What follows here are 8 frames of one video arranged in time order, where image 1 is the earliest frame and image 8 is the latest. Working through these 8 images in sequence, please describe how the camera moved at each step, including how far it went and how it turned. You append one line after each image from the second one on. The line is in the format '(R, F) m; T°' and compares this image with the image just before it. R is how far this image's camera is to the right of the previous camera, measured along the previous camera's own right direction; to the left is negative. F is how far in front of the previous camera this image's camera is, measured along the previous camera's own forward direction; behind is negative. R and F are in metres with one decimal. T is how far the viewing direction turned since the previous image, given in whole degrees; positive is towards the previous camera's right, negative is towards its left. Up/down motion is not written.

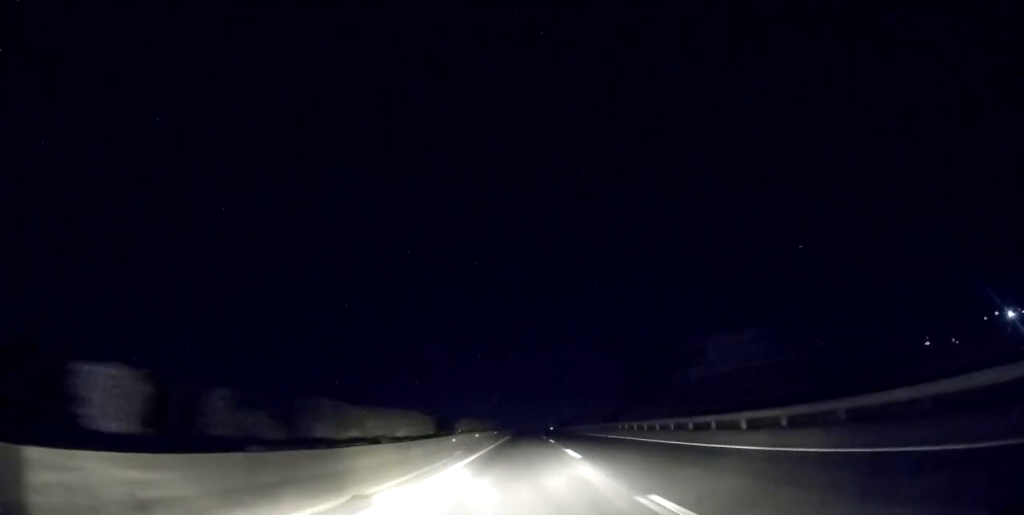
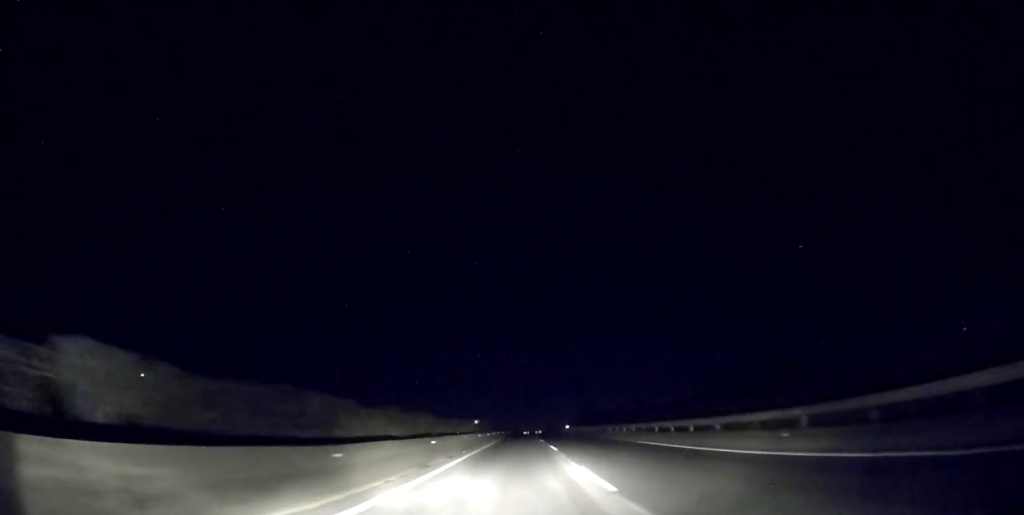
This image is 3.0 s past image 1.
(+1.4, +99.9) m; 0°
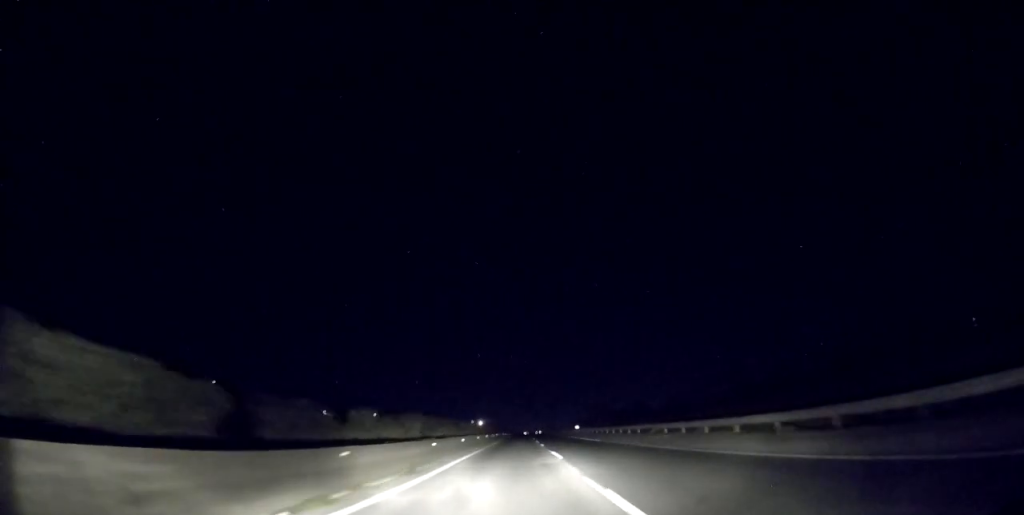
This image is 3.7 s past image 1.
(-0.3, +22.5) m; 0°
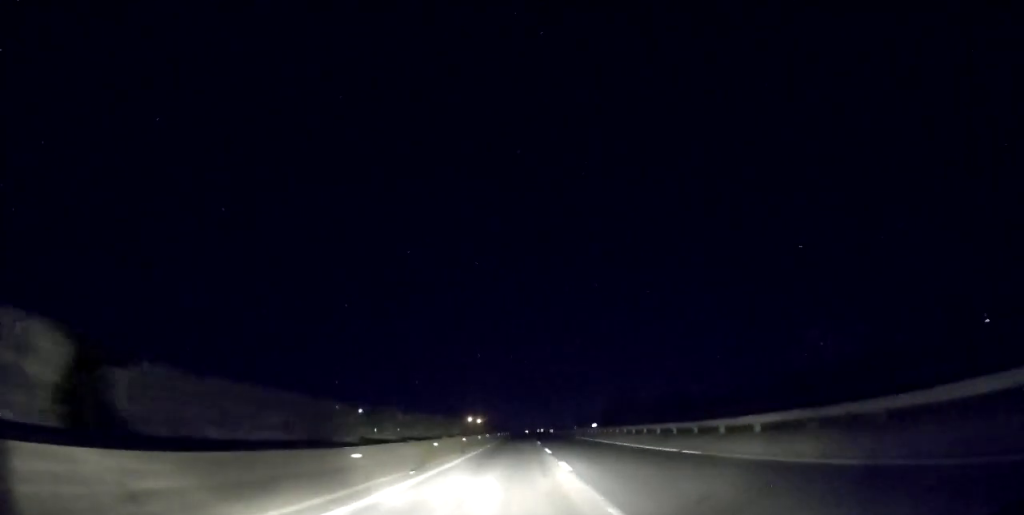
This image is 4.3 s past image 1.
(+0.1, +20.9) m; 0°
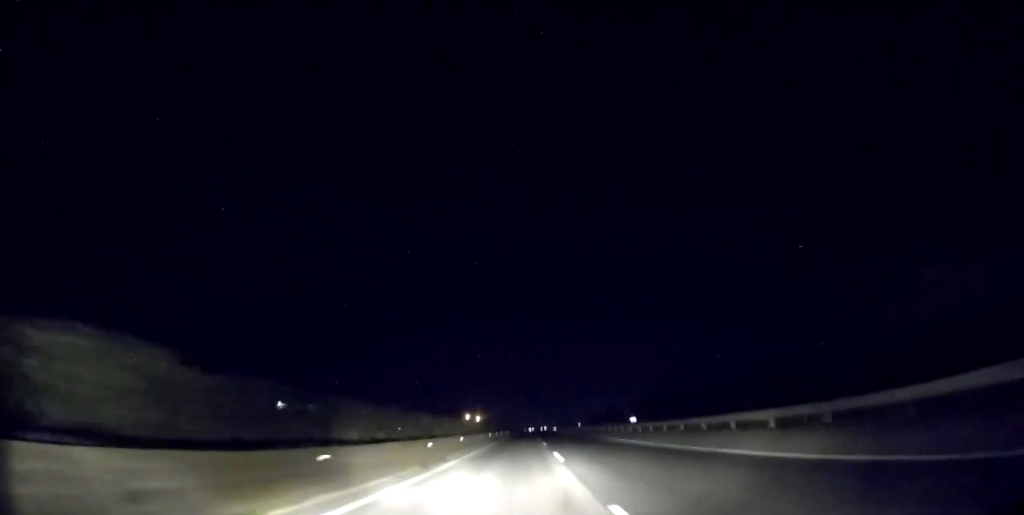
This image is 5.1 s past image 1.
(+0.1, +22.3) m; 0°
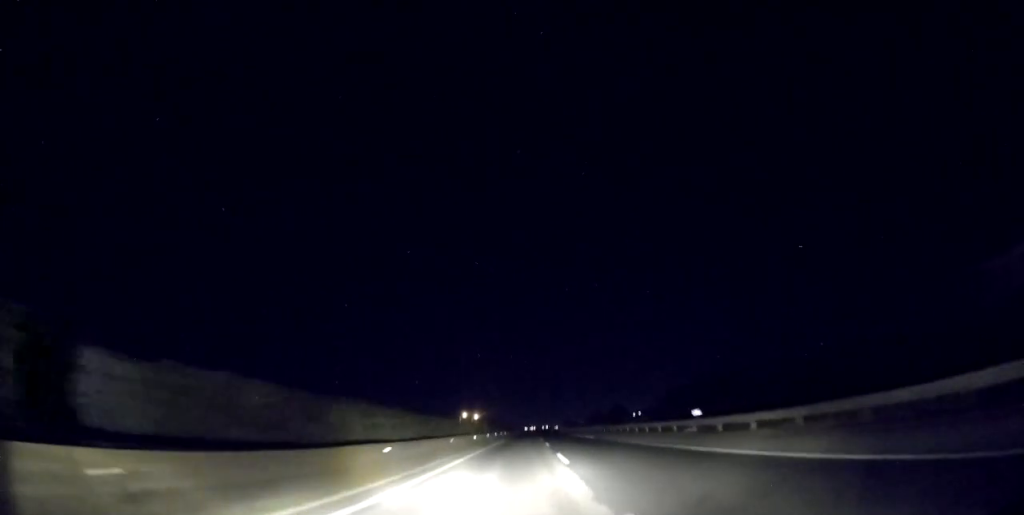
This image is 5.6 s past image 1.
(0.0, +15.1) m; 0°
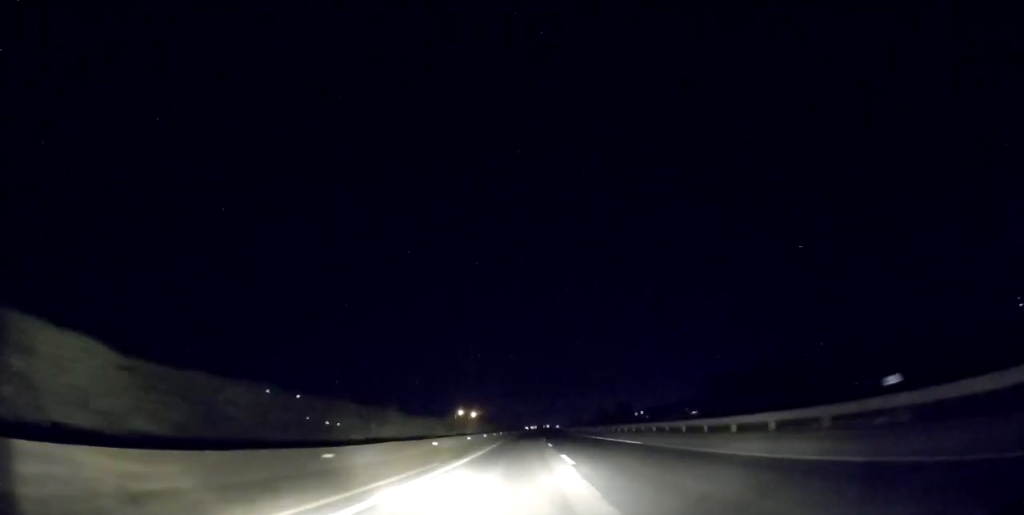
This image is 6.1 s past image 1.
(+0.1, +13.2) m; 0°
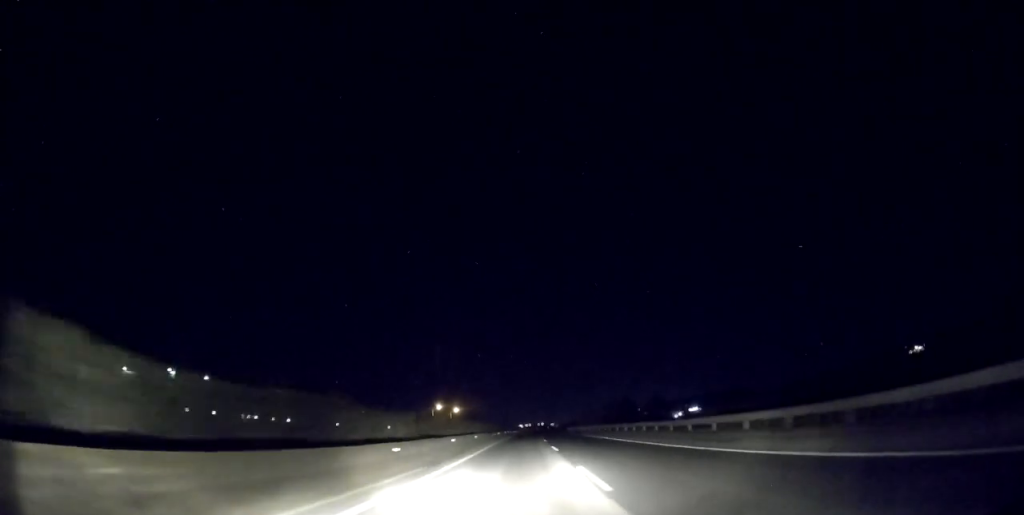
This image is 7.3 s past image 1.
(+0.1, +30.5) m; 0°
